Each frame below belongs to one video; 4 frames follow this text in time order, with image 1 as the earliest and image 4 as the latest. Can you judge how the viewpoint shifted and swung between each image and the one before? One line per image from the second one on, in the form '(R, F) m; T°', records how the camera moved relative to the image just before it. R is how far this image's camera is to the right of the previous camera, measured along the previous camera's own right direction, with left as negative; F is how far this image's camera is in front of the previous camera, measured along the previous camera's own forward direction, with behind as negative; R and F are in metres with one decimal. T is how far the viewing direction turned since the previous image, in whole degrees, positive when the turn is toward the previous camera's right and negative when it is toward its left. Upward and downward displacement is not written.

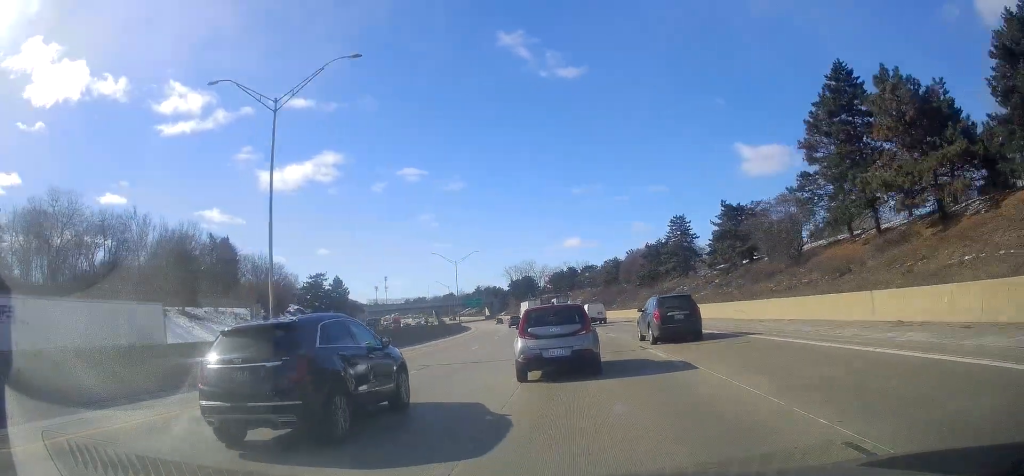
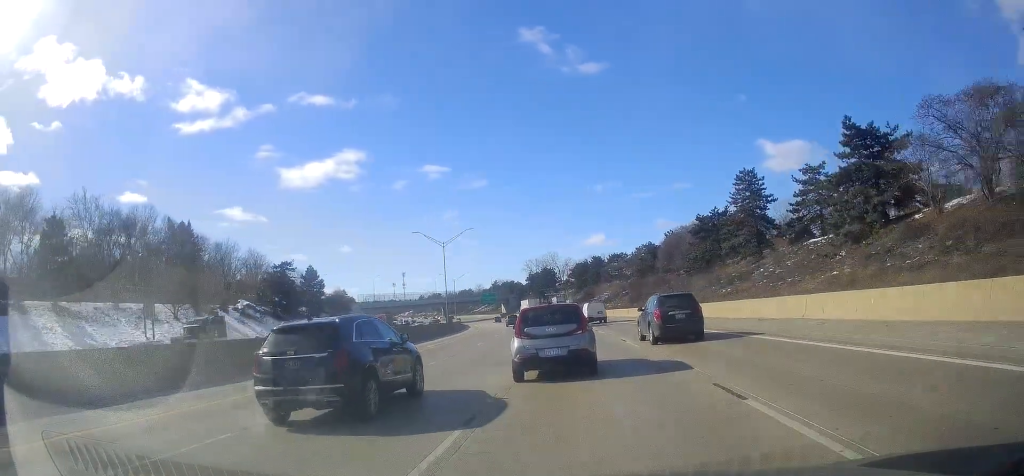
(-0.5, +25.9) m; -3°
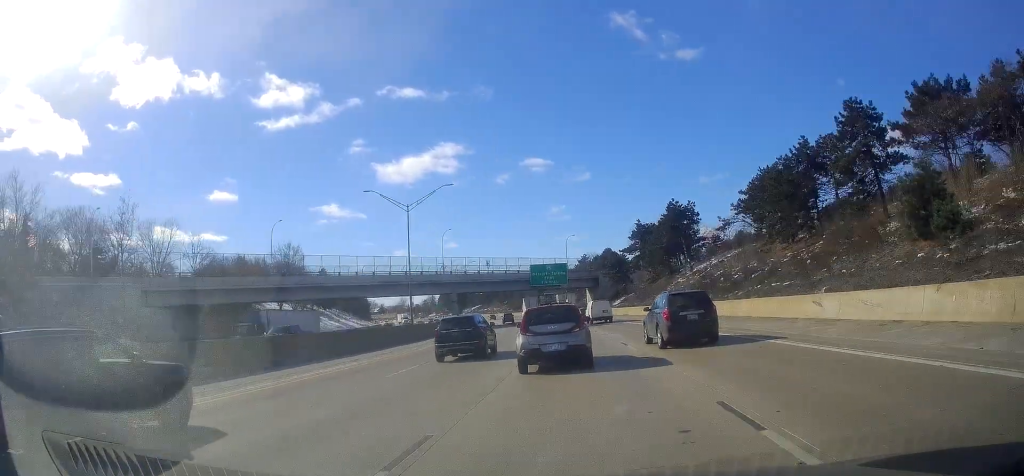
(-12.4, +108.9) m; -11°
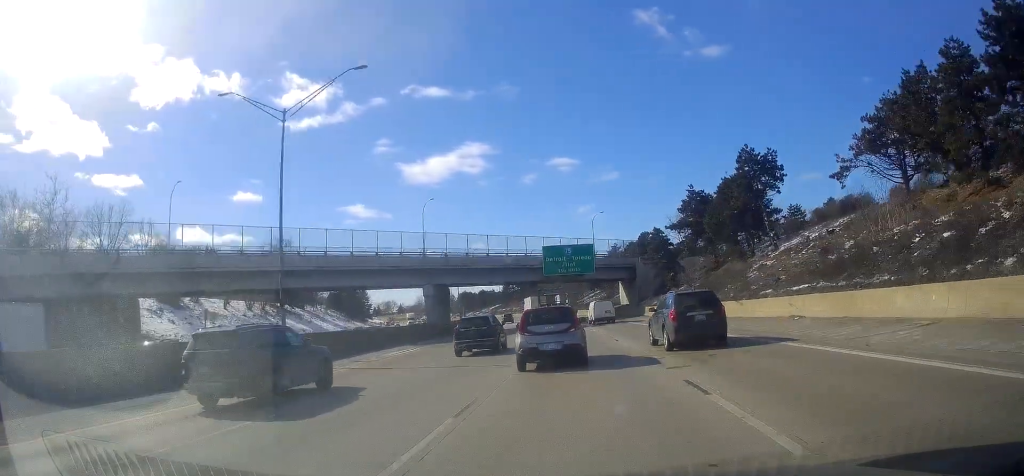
(-0.4, +27.8) m; -2°
